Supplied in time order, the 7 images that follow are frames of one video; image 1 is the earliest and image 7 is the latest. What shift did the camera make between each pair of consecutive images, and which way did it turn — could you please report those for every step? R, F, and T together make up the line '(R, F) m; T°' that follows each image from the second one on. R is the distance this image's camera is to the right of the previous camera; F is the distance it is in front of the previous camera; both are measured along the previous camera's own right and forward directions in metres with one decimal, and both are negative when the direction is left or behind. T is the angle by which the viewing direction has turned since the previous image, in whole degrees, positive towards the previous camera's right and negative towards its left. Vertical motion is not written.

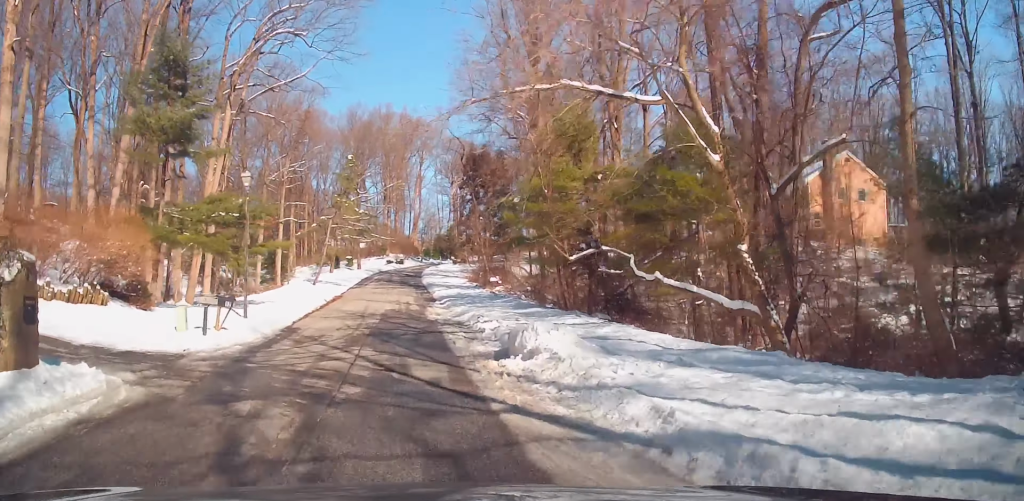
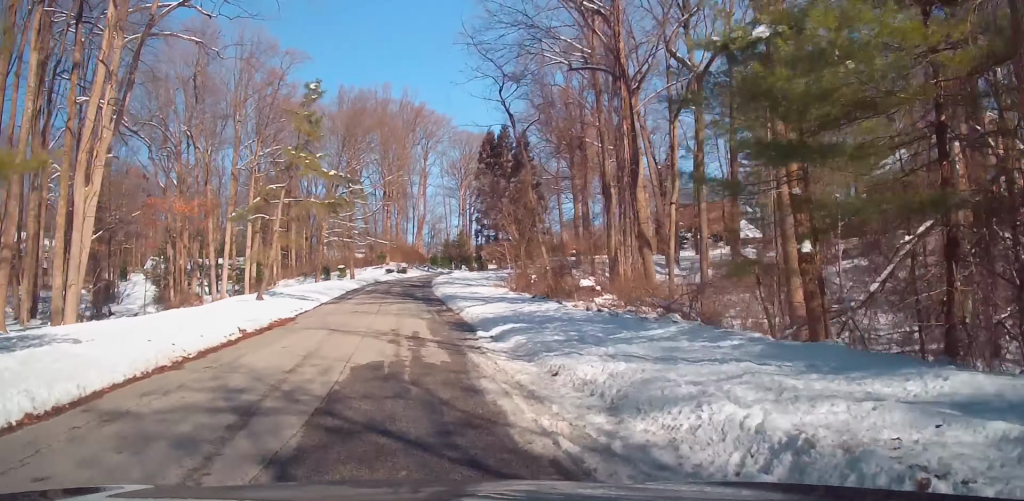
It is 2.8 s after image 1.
(+1.1, +20.4) m; +2°
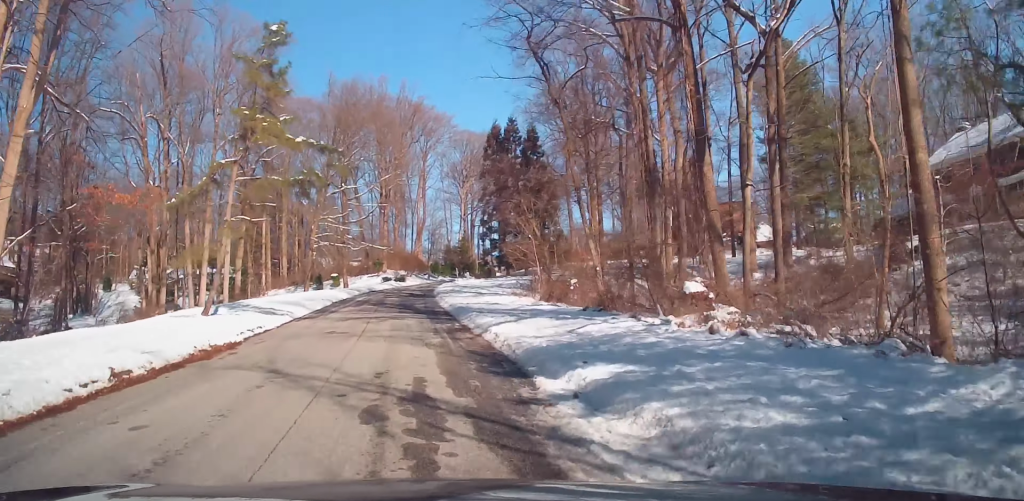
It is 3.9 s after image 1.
(+0.1, +7.9) m; -1°
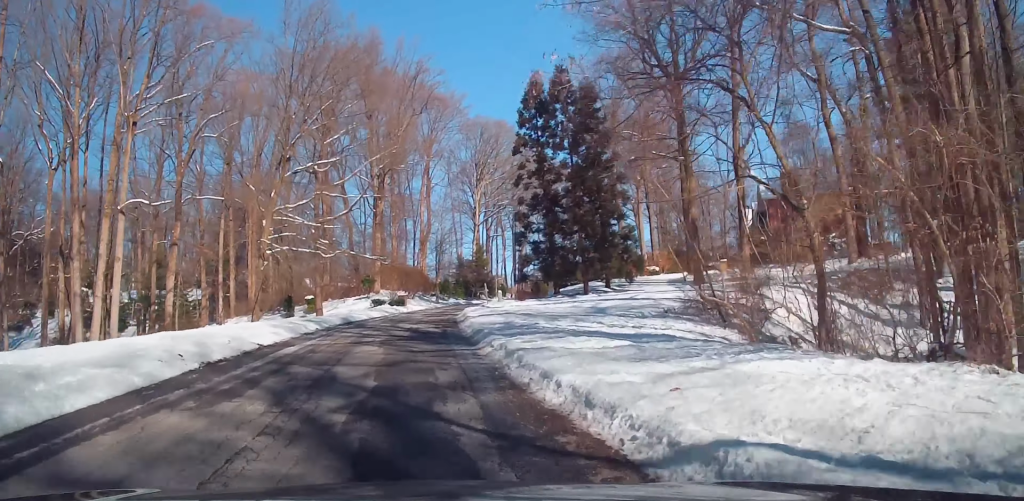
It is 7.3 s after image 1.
(-0.9, +25.6) m; -5°
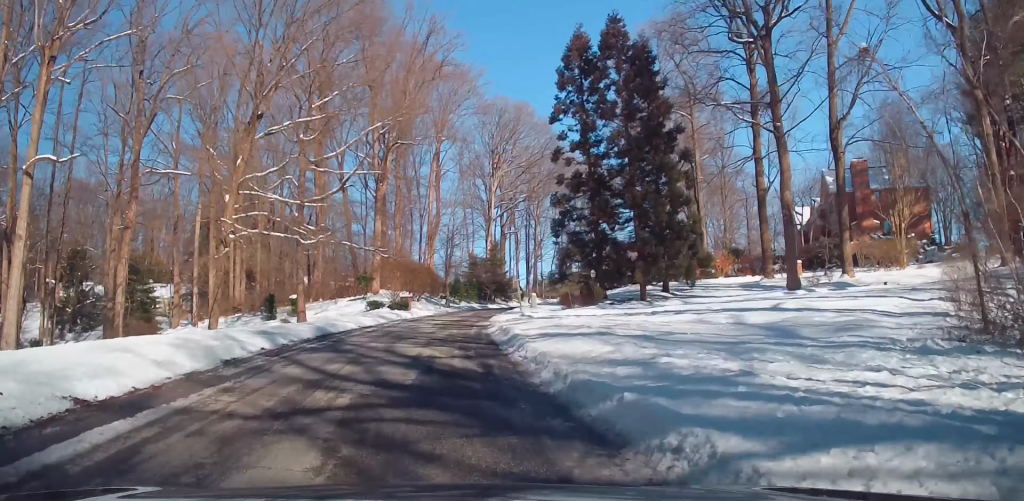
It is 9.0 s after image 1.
(-0.7, +11.7) m; 0°
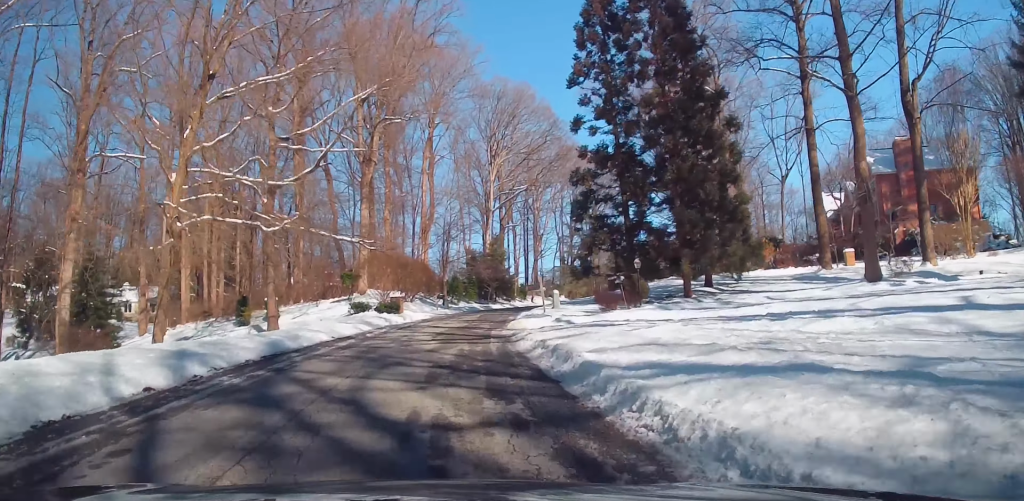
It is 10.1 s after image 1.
(+0.1, +7.6) m; +3°
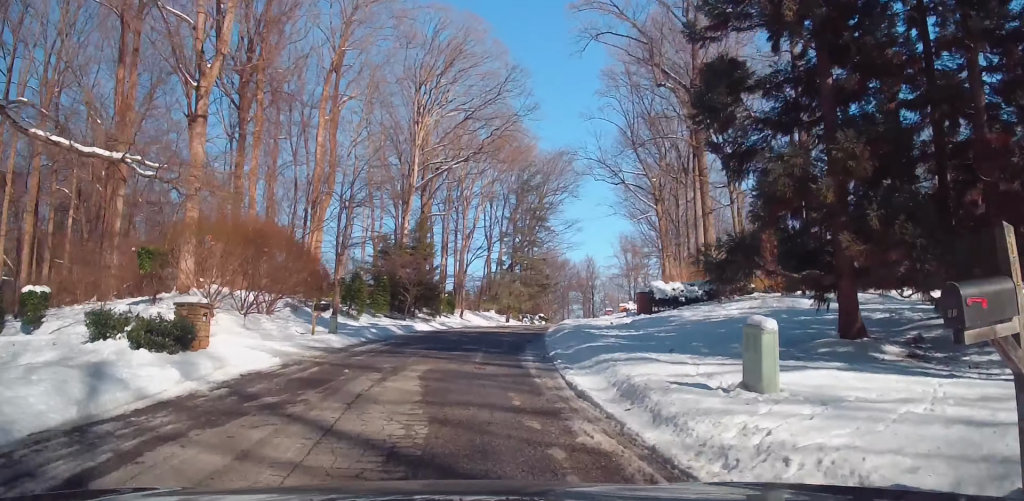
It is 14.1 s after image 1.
(+3.3, +24.8) m; +15°
